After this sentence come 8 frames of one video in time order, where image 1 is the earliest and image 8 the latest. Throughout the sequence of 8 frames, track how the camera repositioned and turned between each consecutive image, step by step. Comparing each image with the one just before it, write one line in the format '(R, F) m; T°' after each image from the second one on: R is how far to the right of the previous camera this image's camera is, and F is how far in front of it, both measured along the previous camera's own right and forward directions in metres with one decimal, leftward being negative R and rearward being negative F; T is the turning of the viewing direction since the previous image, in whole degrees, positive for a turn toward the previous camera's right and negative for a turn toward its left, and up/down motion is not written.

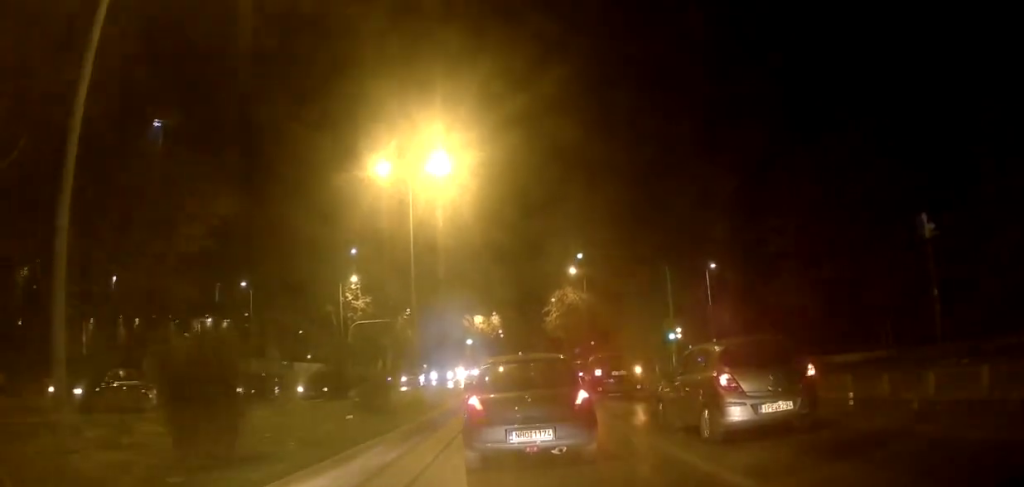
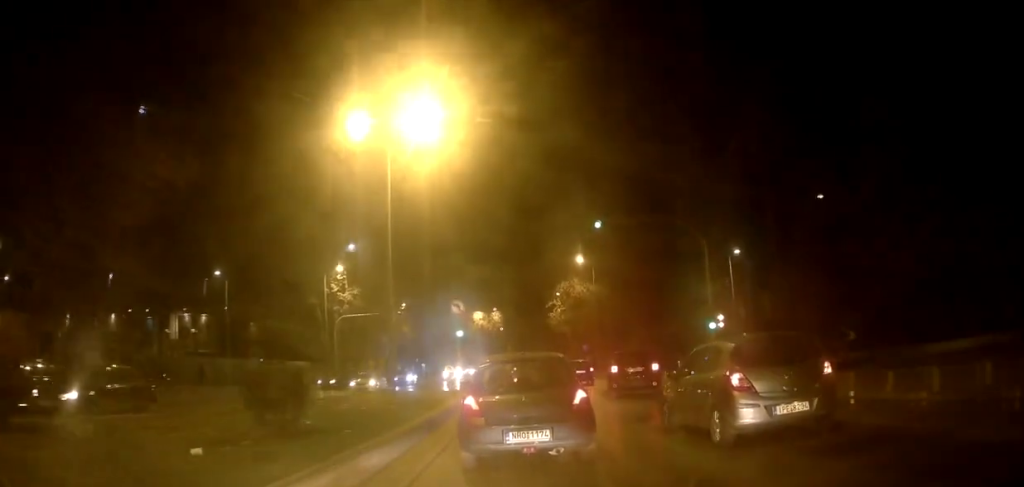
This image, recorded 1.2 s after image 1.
(-0.3, +6.7) m; -3°
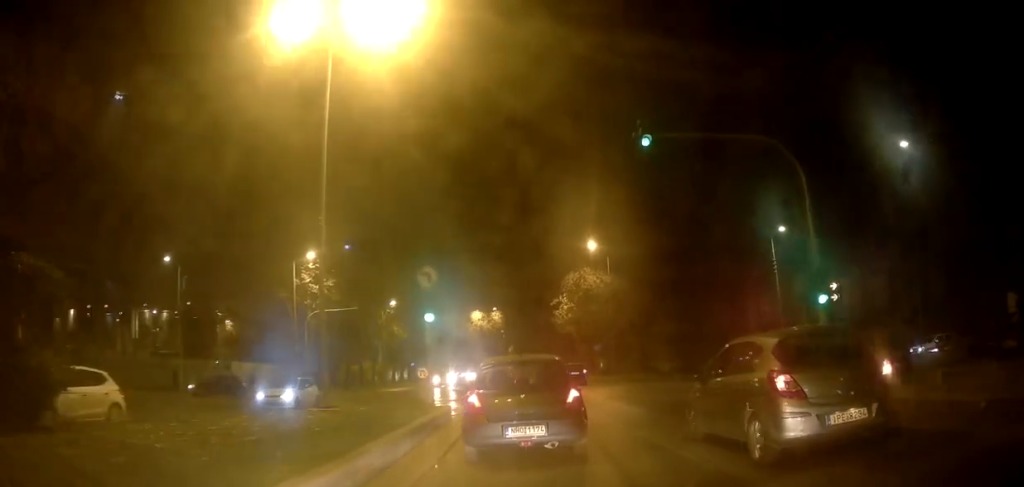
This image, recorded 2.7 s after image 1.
(+0.2, +10.0) m; +2°
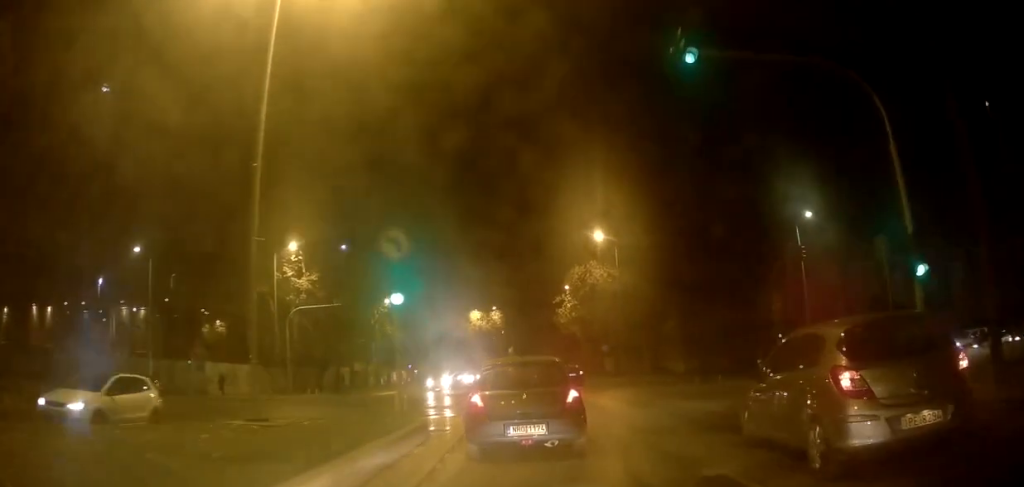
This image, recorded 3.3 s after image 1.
(0.0, +4.5) m; -1°
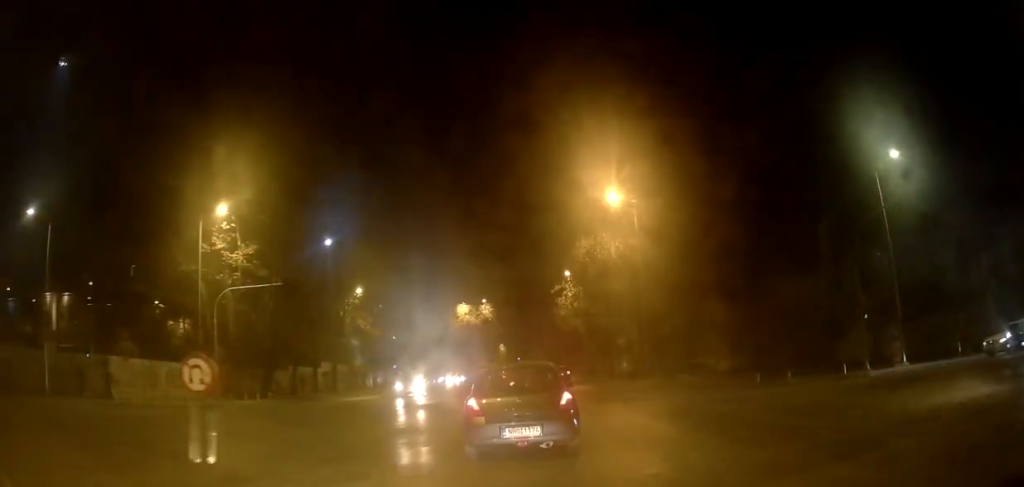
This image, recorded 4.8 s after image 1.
(0.0, +11.6) m; +1°
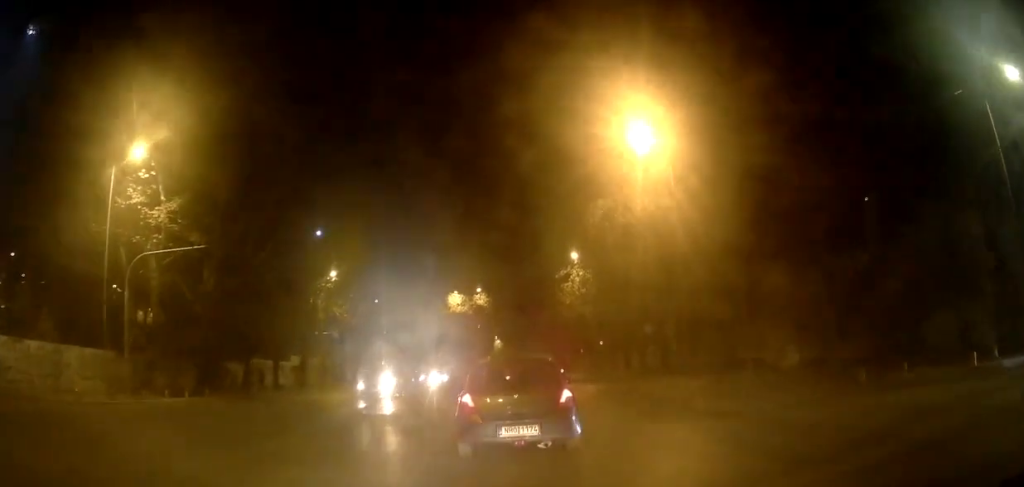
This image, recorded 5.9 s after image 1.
(+0.2, +10.8) m; 0°
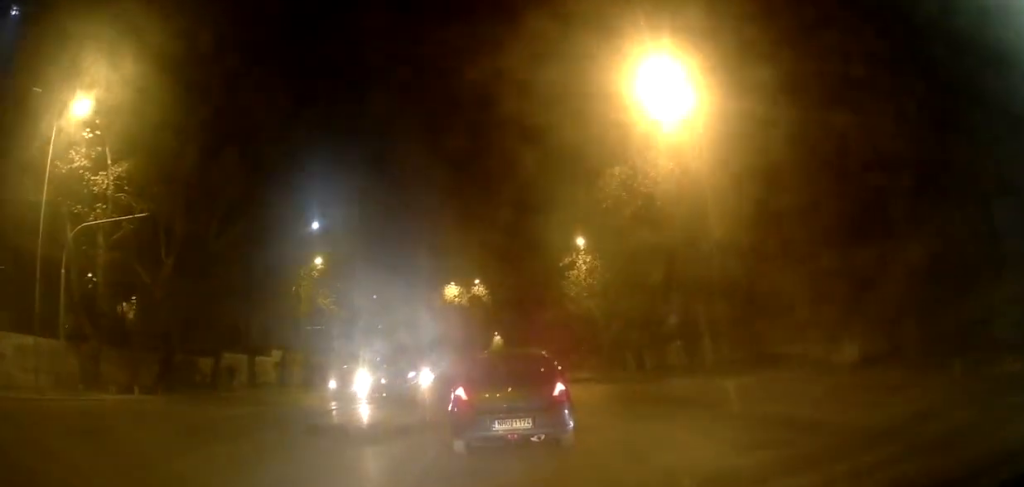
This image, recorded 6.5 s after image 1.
(-0.1, +5.6) m; -1°
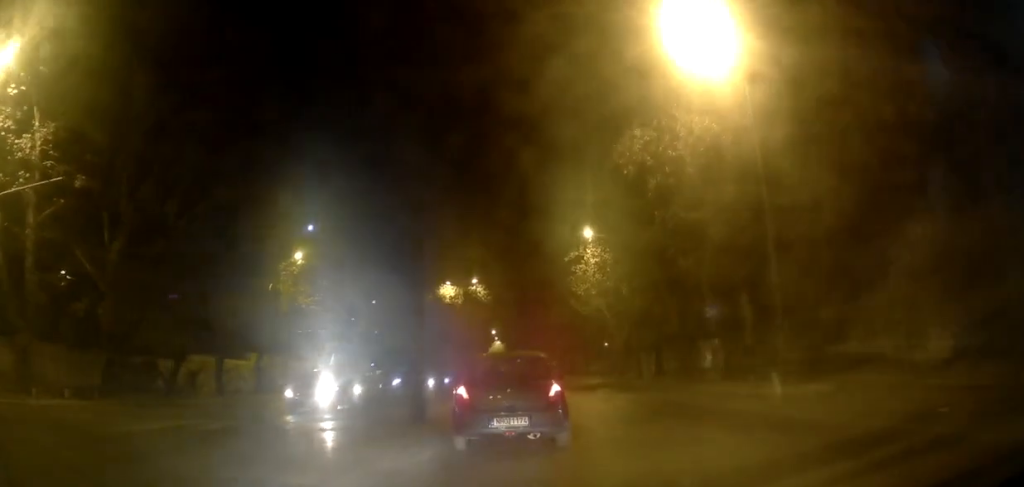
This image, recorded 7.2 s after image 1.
(0.0, +4.7) m; 0°
